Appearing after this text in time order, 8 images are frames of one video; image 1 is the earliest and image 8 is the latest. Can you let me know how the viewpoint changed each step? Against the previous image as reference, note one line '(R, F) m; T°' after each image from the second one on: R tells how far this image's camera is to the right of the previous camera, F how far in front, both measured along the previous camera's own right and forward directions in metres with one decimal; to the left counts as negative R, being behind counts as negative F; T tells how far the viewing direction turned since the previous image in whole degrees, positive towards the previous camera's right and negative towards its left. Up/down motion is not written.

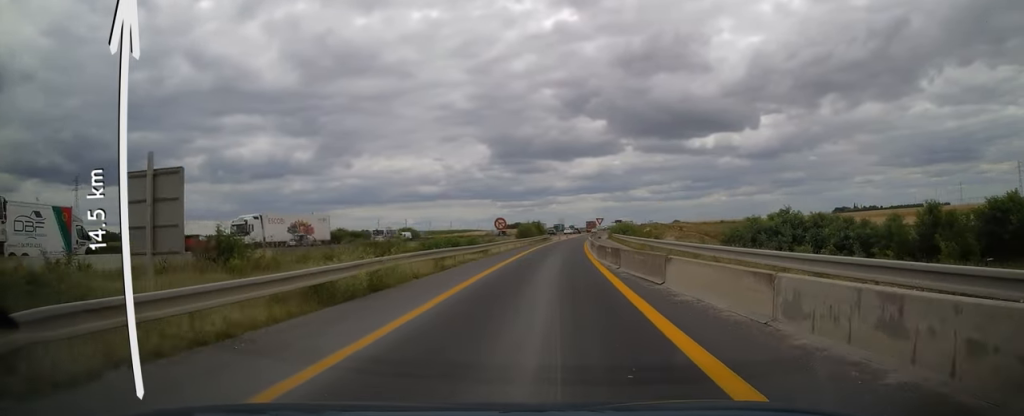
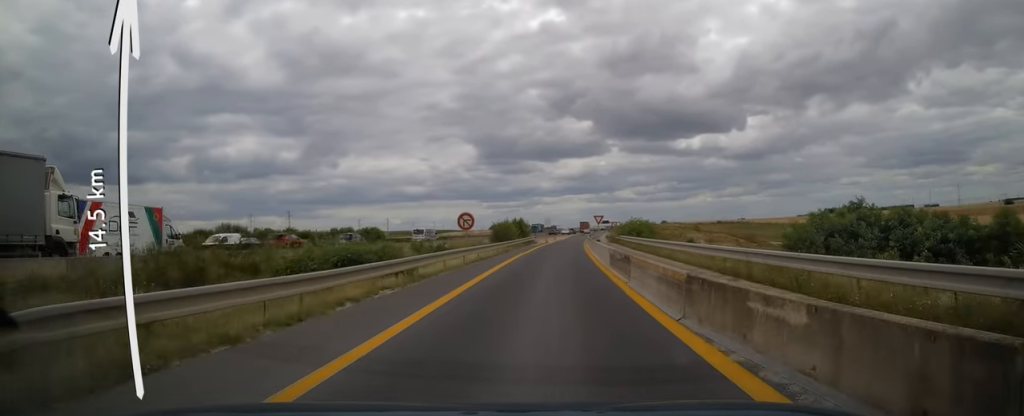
(+0.1, +17.2) m; +1°
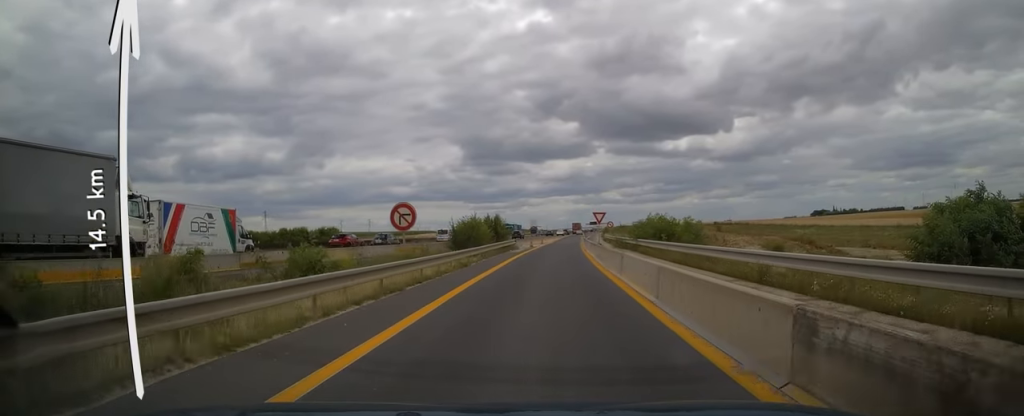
(+0.2, +15.8) m; +1°
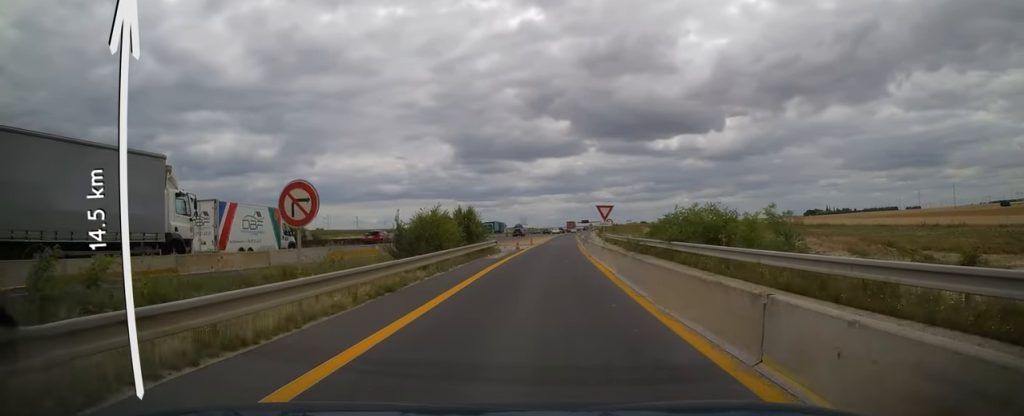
(+0.1, +11.3) m; +1°
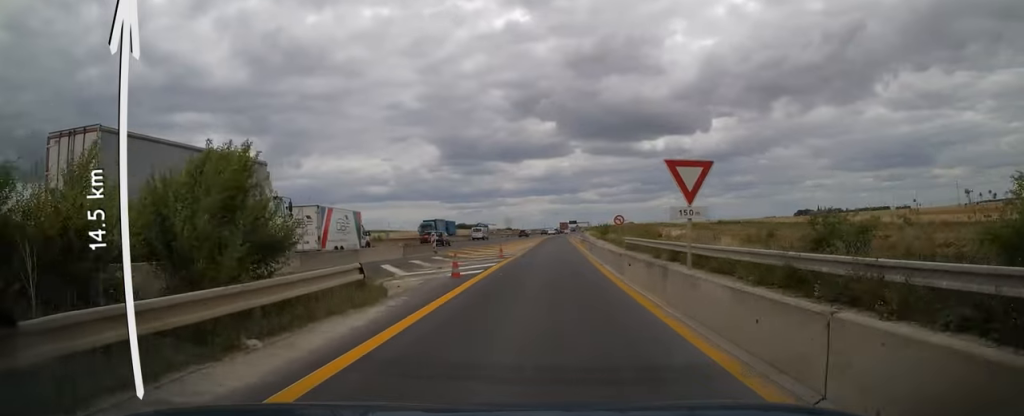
(+0.3, +25.3) m; +1°
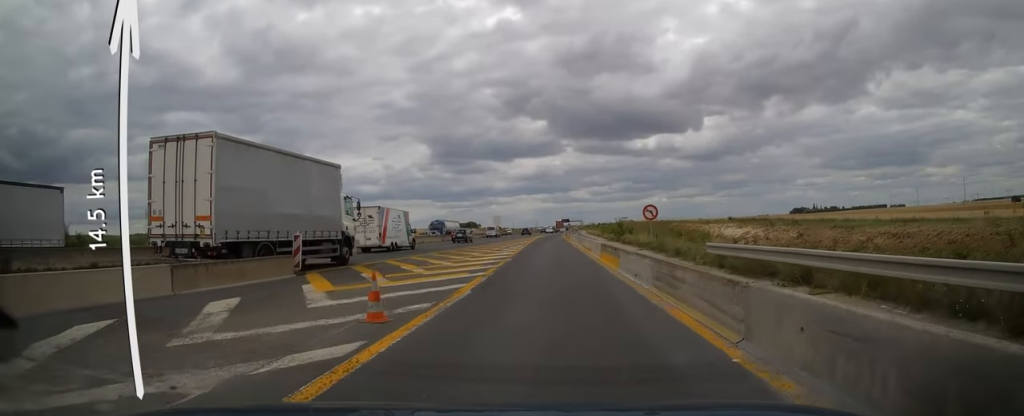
(+0.1, +21.9) m; +1°
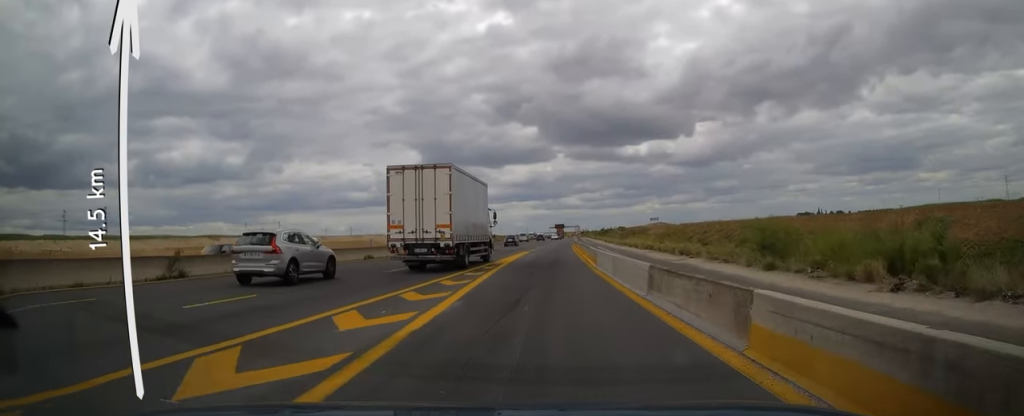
(+0.5, +66.7) m; +1°
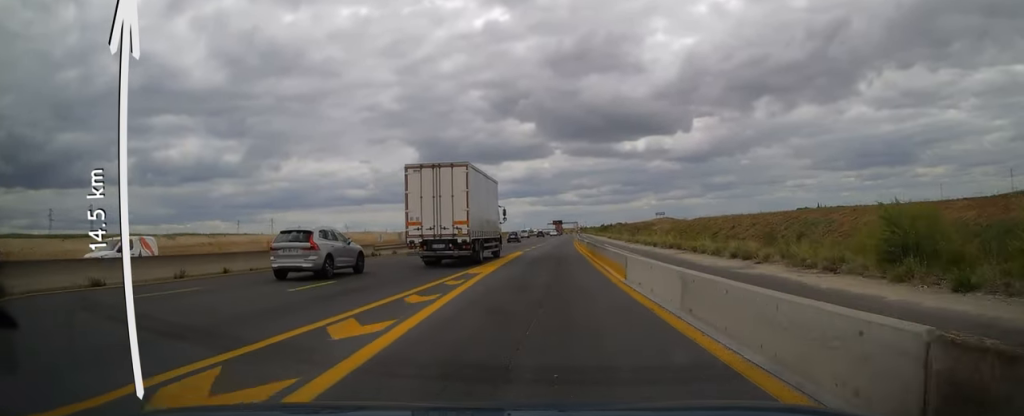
(0.0, +9.3) m; 0°
